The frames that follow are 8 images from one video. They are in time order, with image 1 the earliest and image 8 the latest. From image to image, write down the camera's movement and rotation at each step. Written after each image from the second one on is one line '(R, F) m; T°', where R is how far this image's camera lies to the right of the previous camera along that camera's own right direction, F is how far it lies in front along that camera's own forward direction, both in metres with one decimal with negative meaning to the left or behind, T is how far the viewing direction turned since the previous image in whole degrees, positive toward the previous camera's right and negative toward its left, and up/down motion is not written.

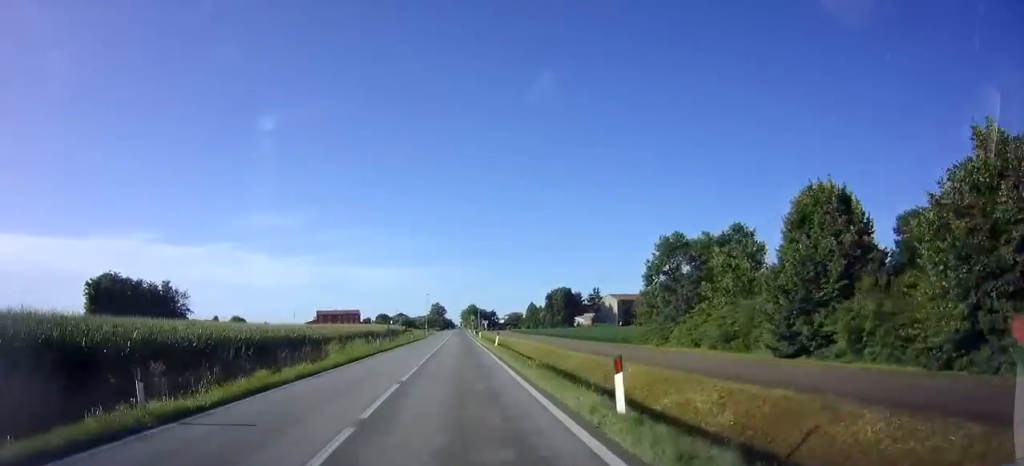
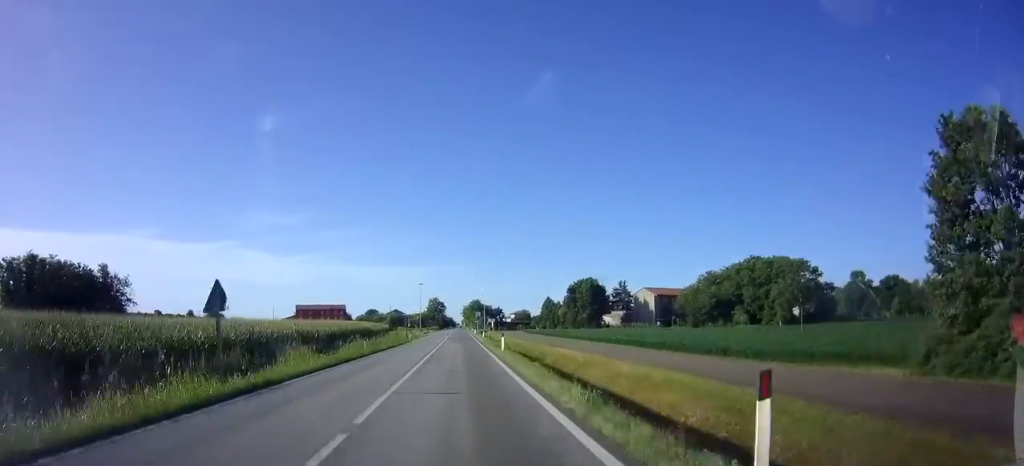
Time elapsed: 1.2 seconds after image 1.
(0.0, +29.7) m; 0°
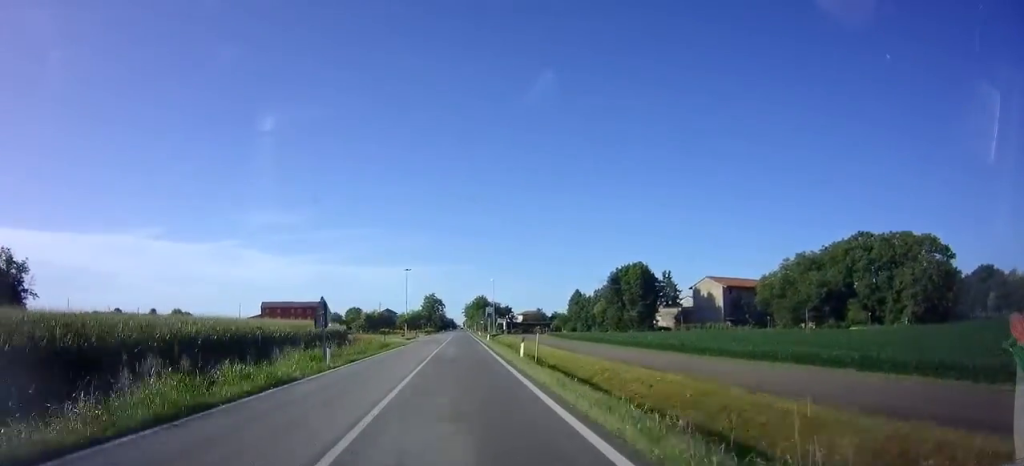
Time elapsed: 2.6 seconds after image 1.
(+0.1, +33.7) m; 0°
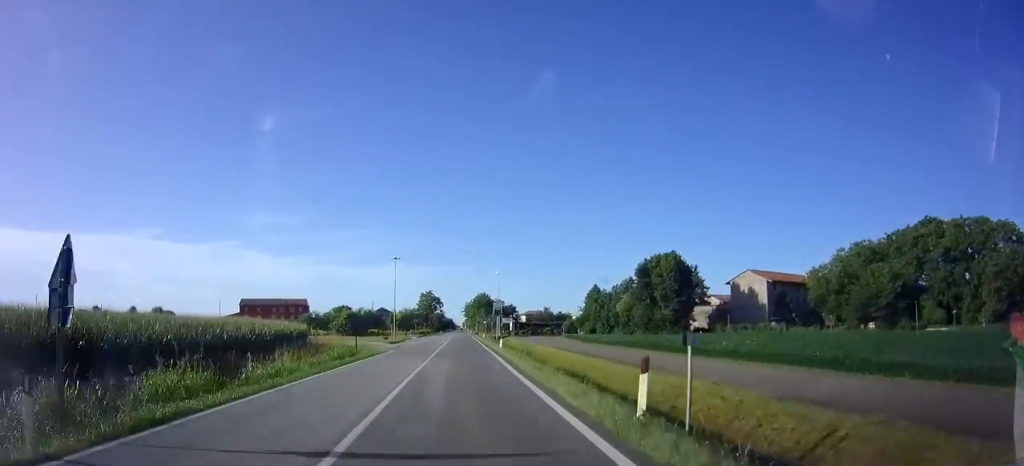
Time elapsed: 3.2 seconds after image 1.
(0.0, +14.8) m; 0°
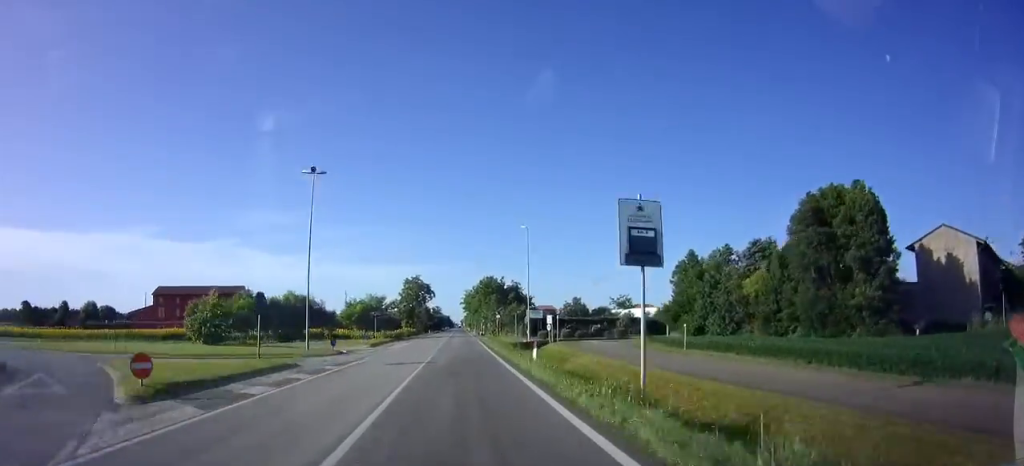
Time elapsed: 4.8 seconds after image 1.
(-0.2, +41.0) m; 0°
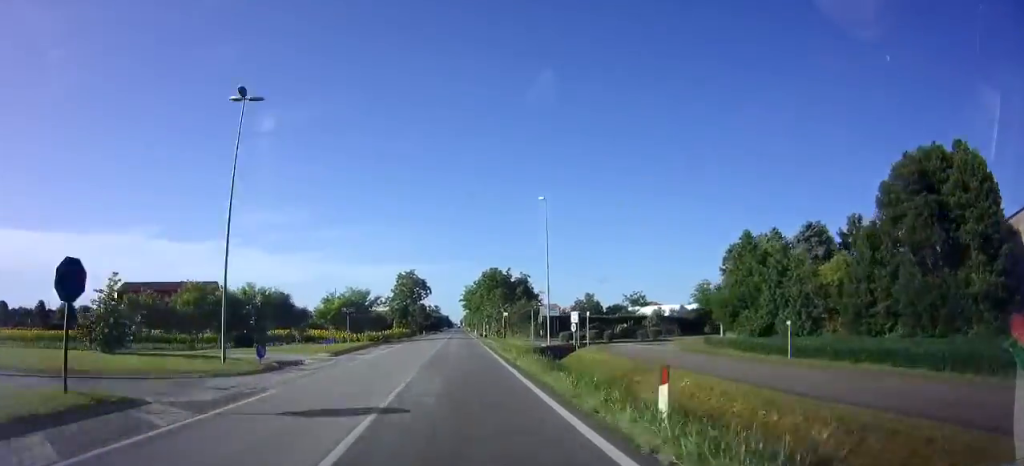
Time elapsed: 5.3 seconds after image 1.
(0.0, +11.4) m; 0°
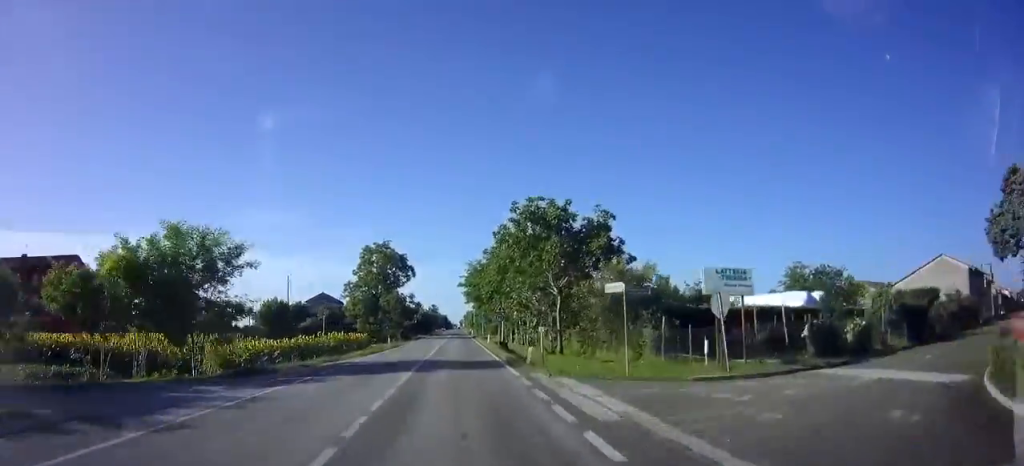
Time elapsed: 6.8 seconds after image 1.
(+0.3, +36.6) m; 0°
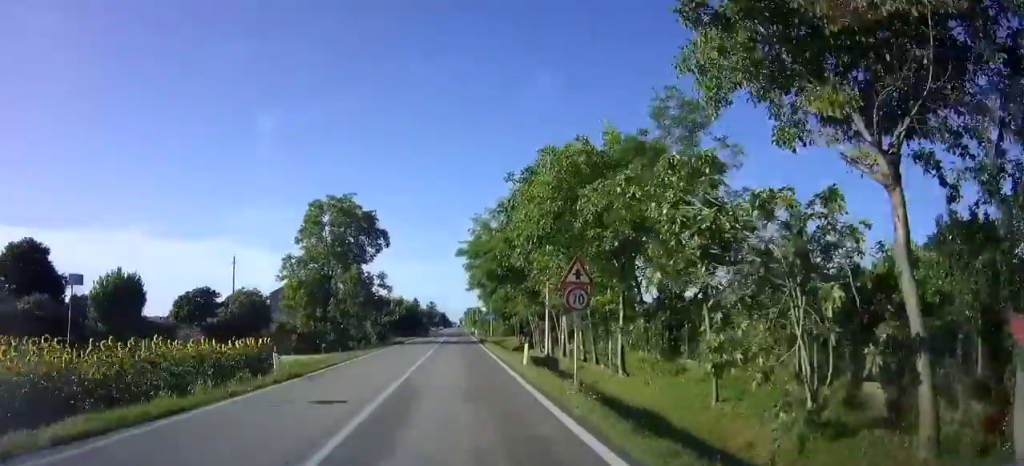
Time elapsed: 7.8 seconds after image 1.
(-0.1, +23.9) m; 0°
